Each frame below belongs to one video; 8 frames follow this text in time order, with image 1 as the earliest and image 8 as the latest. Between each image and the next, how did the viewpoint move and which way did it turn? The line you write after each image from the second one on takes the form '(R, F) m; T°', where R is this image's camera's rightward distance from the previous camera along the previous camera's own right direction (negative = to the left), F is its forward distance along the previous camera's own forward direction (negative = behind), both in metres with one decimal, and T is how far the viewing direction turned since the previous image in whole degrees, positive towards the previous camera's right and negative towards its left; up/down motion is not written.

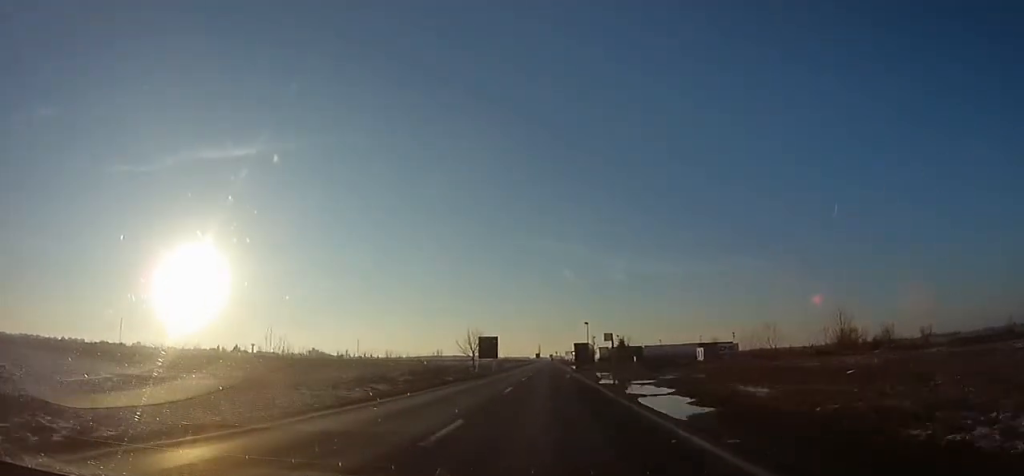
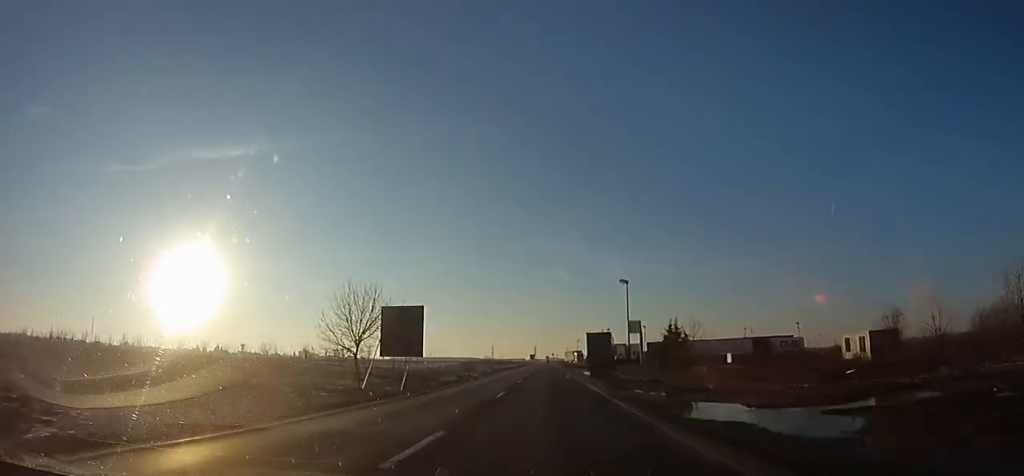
(+0.1, +37.3) m; -1°
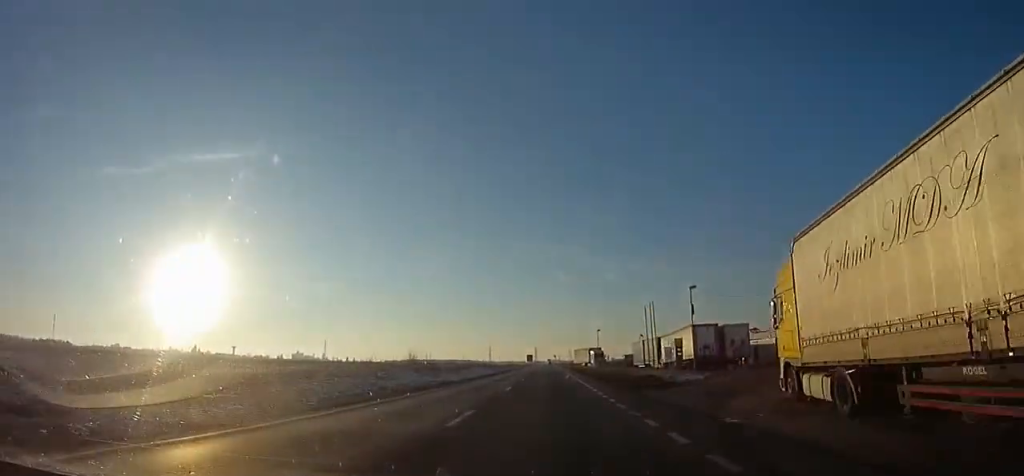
(-1.5, +54.6) m; 0°
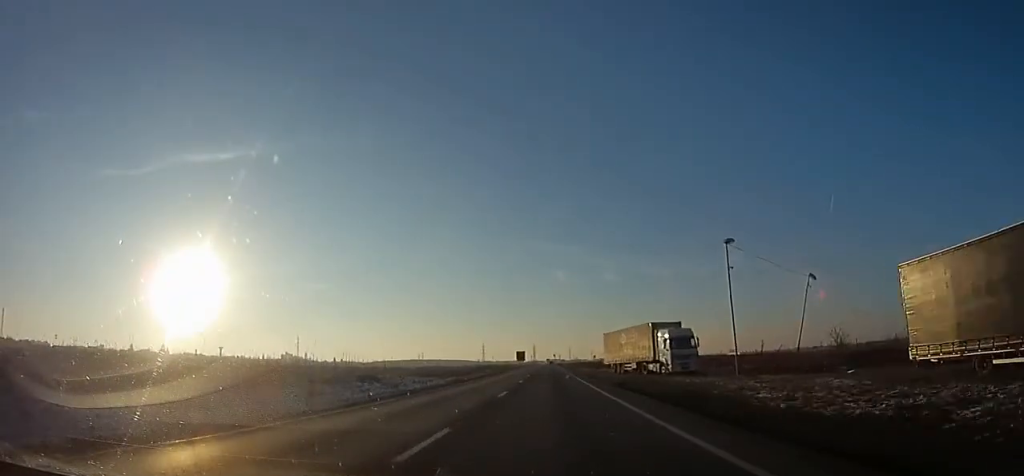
(+2.2, +62.0) m; +2°
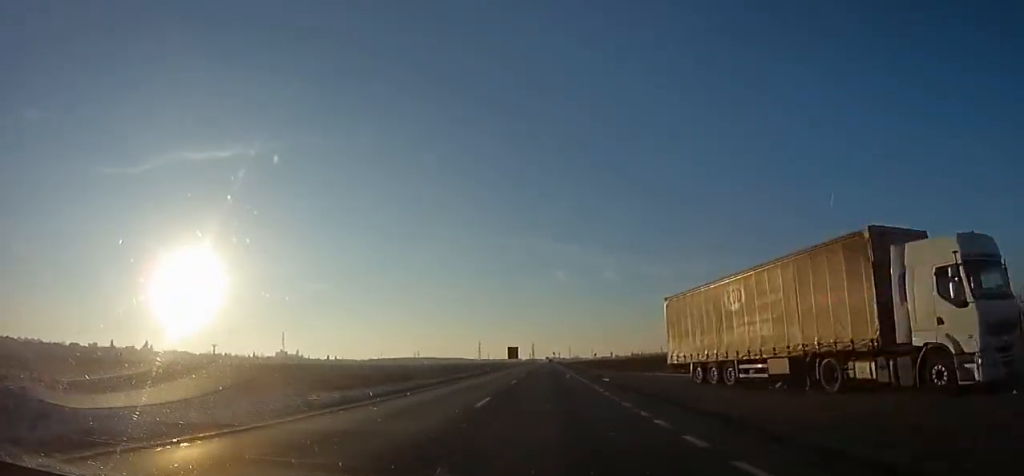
(0.0, +28.1) m; 0°
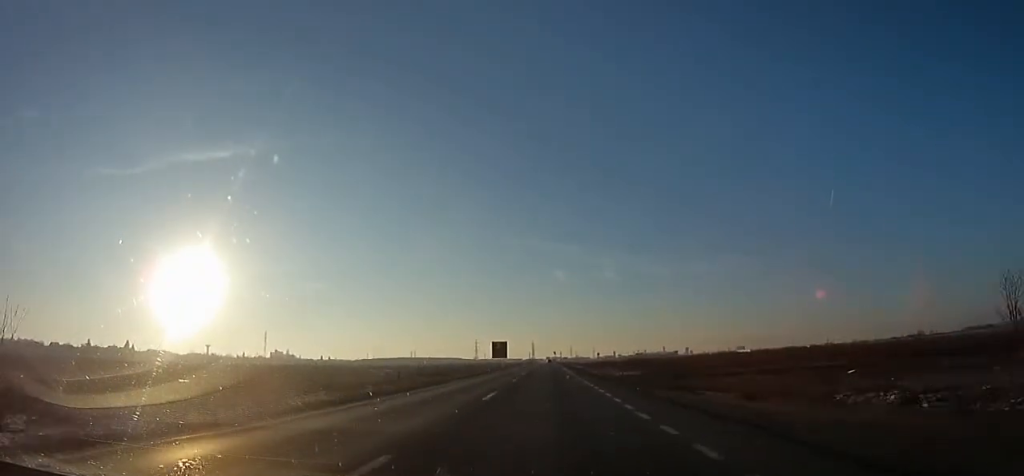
(0.0, +33.1) m; -1°
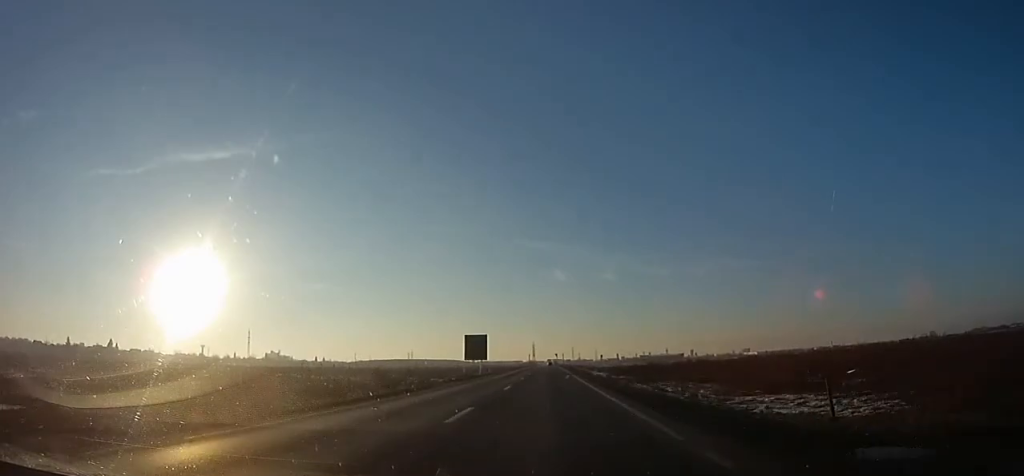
(-0.3, +28.5) m; -1°
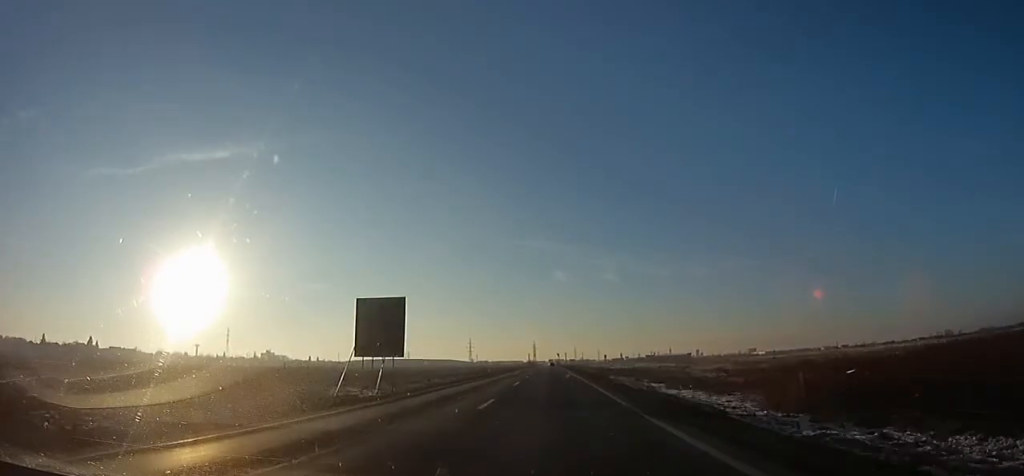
(-1.0, +32.4) m; 0°
